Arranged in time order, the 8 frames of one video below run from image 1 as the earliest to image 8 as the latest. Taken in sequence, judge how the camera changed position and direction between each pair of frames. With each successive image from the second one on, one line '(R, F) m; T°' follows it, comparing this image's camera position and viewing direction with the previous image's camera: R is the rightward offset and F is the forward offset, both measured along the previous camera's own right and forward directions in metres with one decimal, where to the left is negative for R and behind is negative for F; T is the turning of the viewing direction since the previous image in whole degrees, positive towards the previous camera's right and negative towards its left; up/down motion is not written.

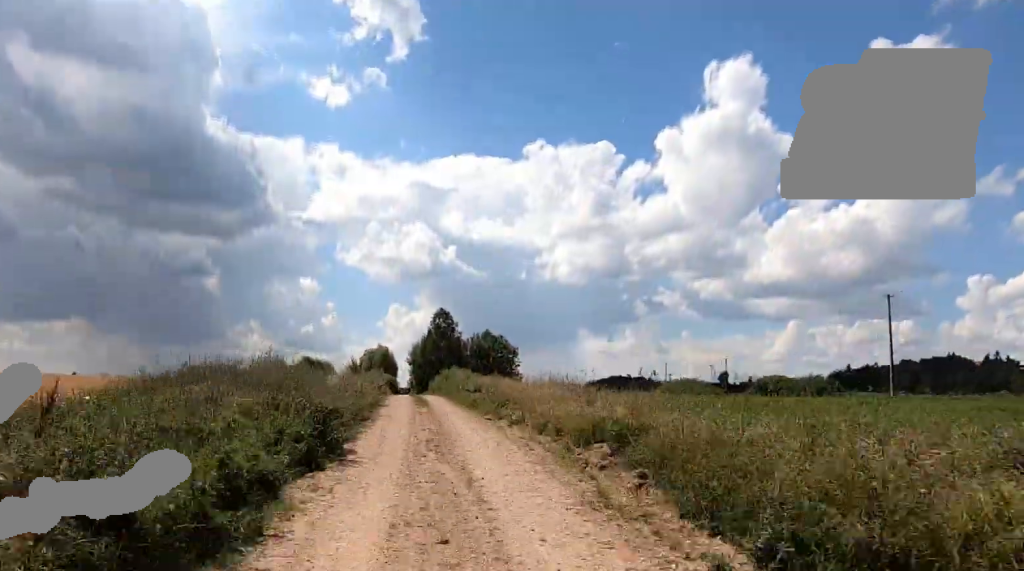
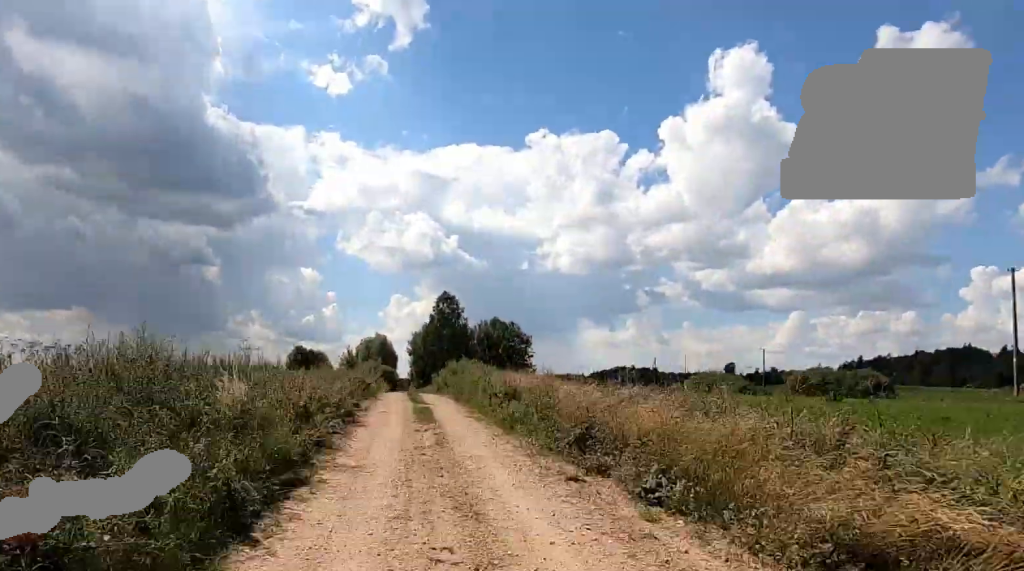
(-0.3, +9.1) m; -1°
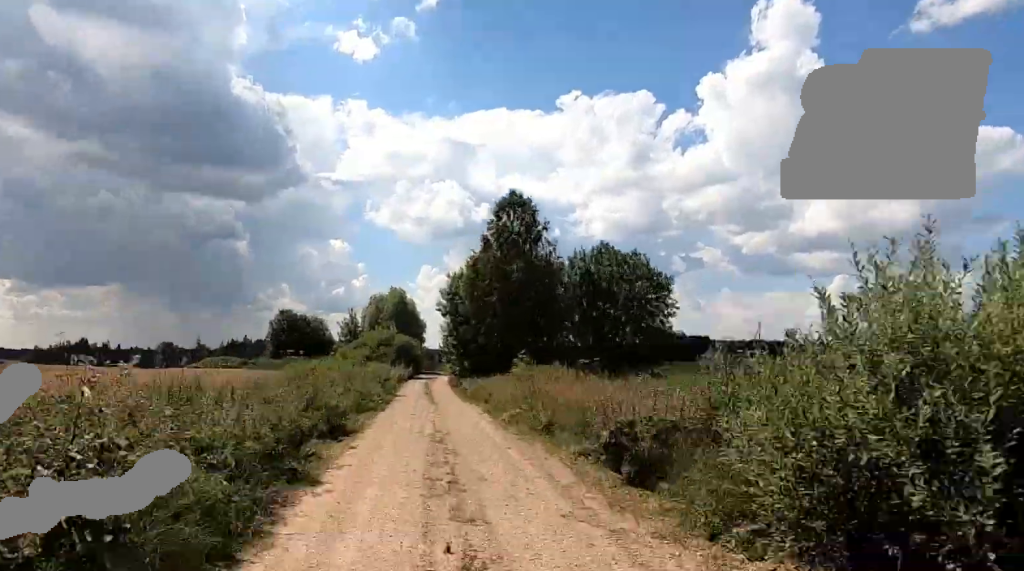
(+0.4, +33.7) m; 0°
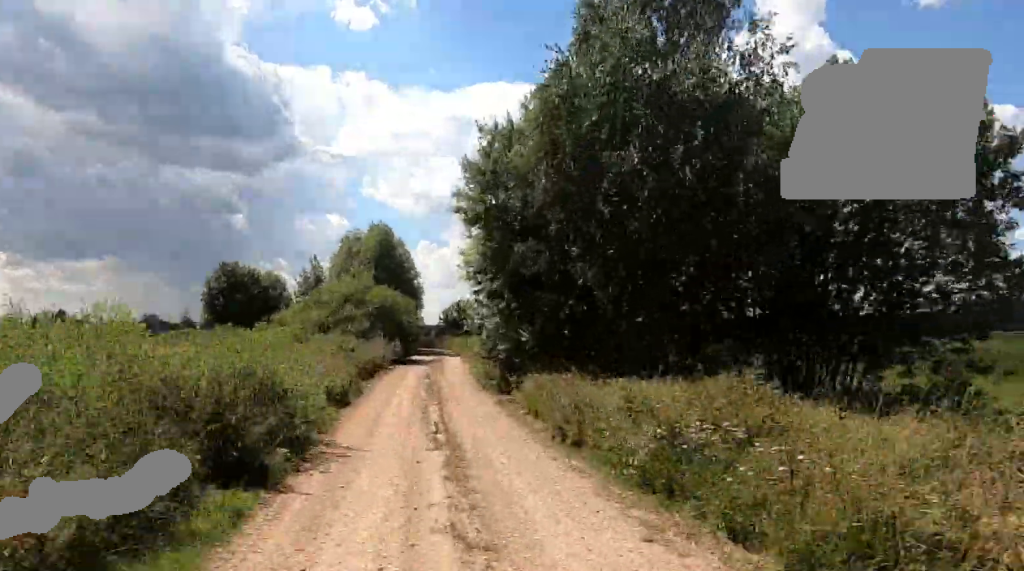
(-0.5, +22.0) m; +2°
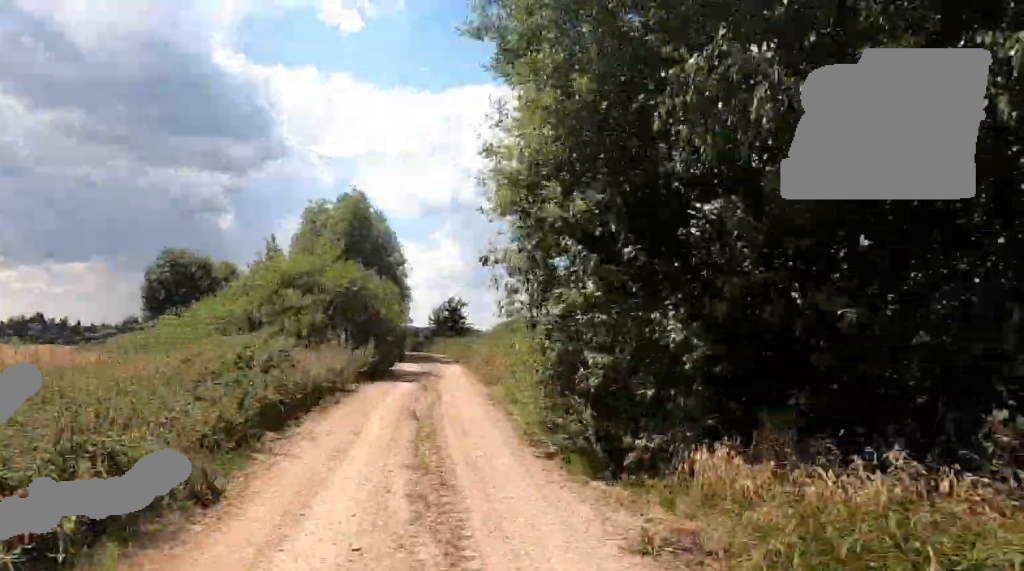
(+0.3, +9.8) m; +2°
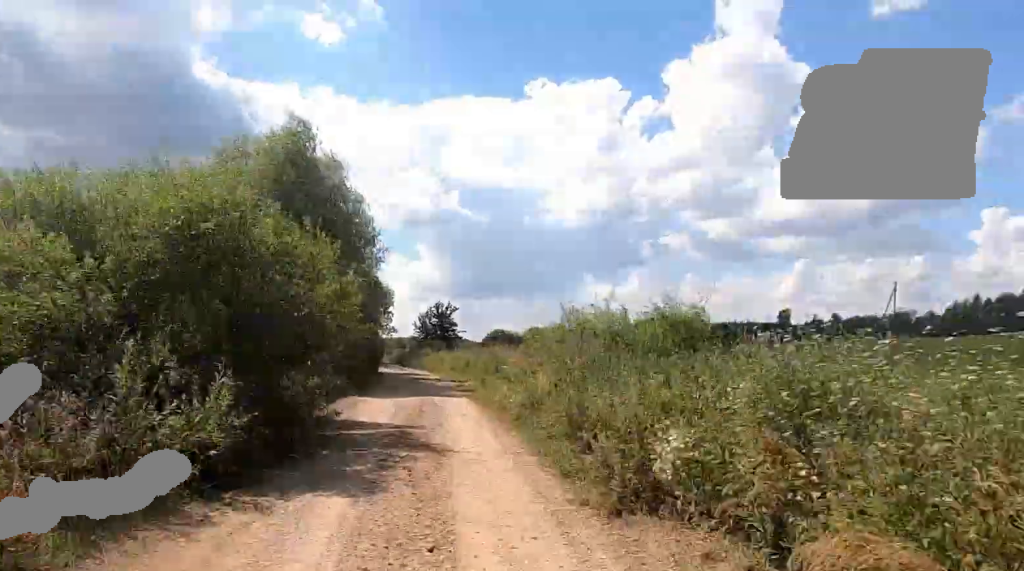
(+0.2, +12.2) m; -3°
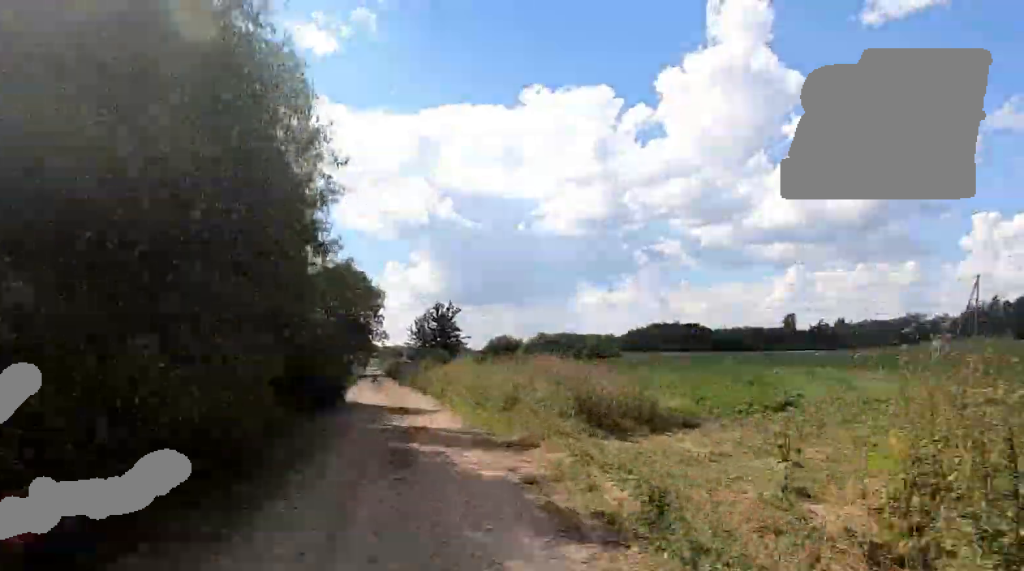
(-0.7, +13.4) m; -1°
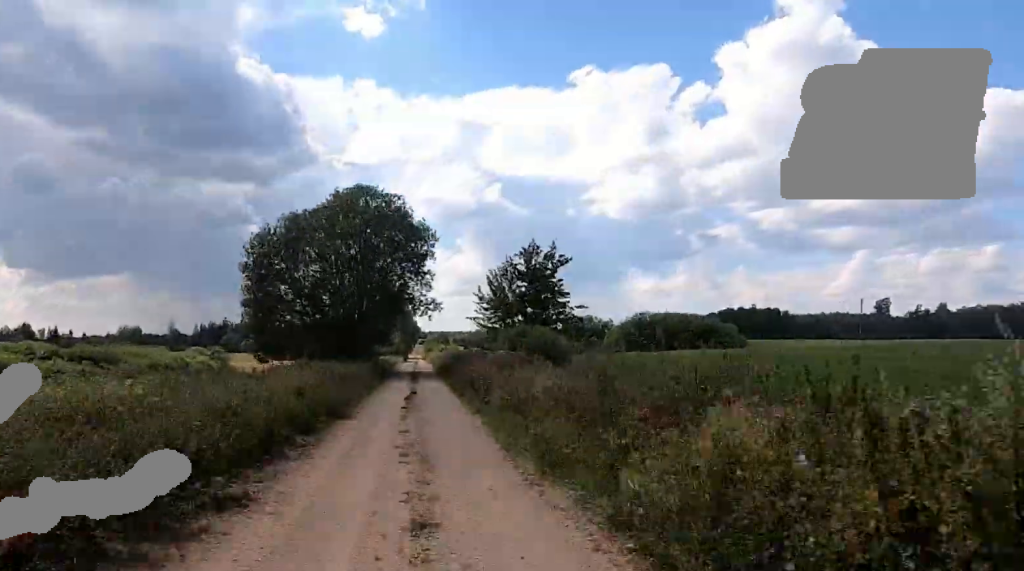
(+0.3, +29.3) m; 0°
